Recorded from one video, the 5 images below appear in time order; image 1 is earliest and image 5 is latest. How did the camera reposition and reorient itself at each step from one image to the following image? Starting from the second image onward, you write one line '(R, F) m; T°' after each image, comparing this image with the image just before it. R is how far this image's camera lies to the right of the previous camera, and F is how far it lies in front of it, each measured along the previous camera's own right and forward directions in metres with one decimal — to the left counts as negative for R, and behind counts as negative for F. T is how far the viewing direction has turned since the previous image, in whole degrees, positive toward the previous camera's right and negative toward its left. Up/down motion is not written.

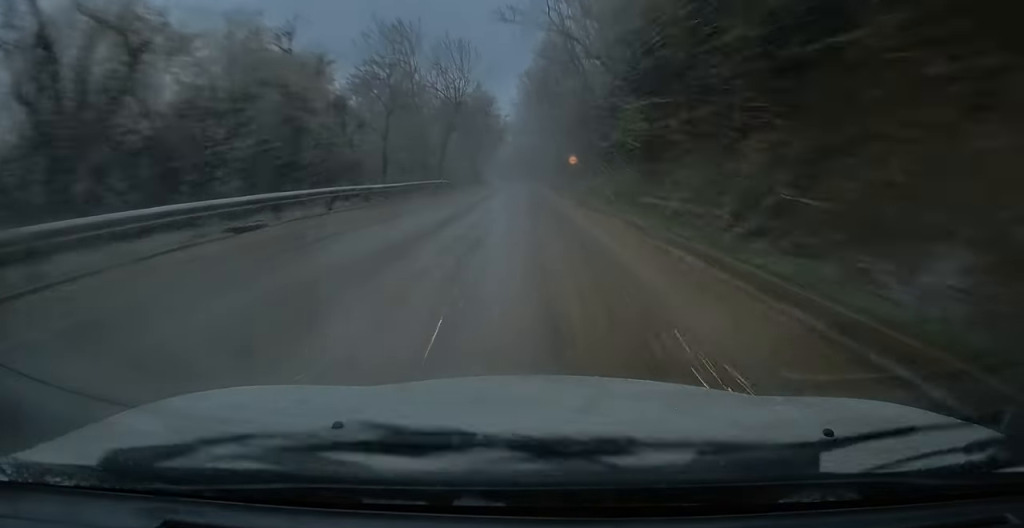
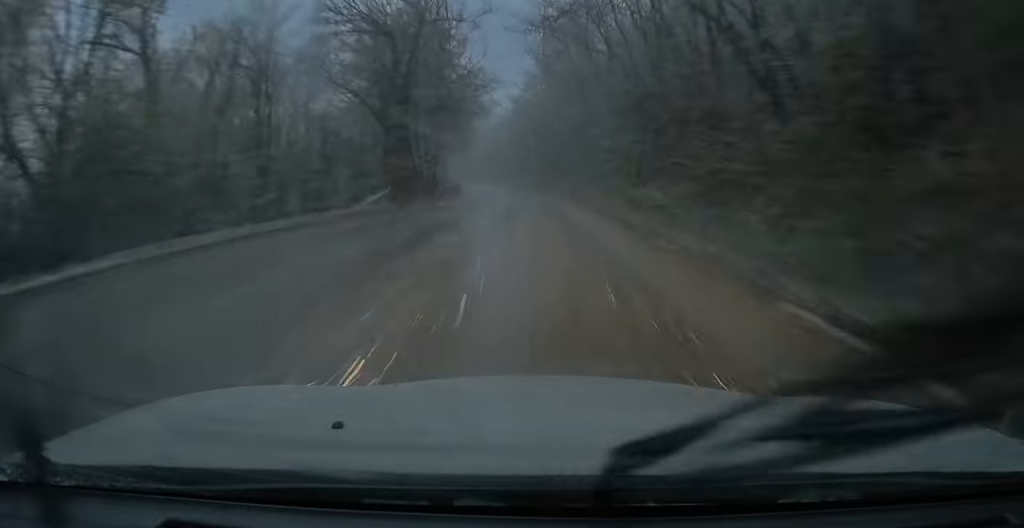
(+0.3, +51.9) m; 0°
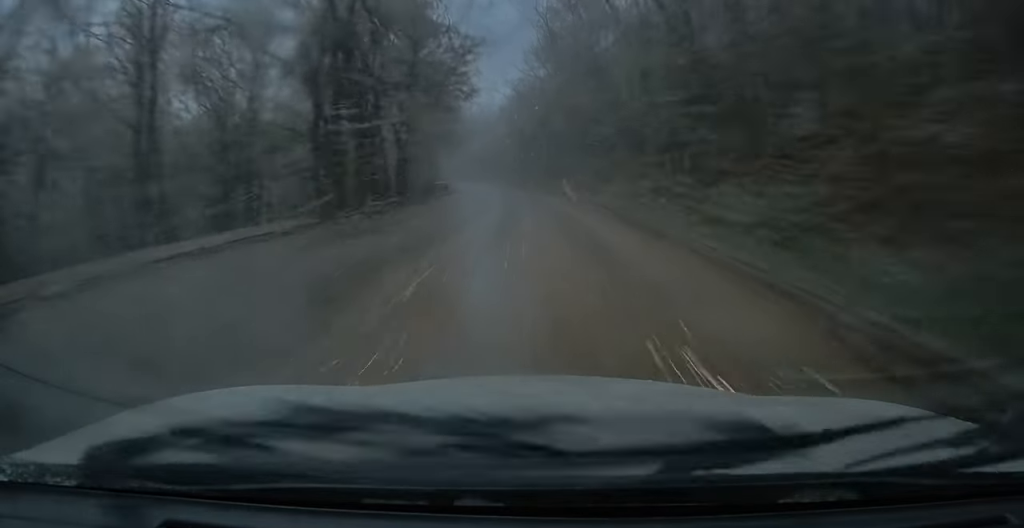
(-0.1, +9.8) m; -1°
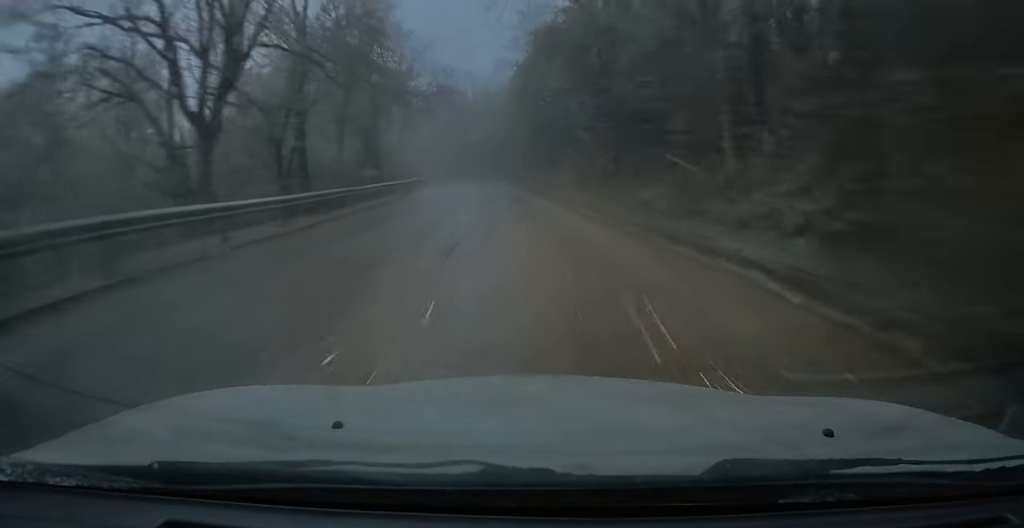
(-0.6, +35.3) m; -4°
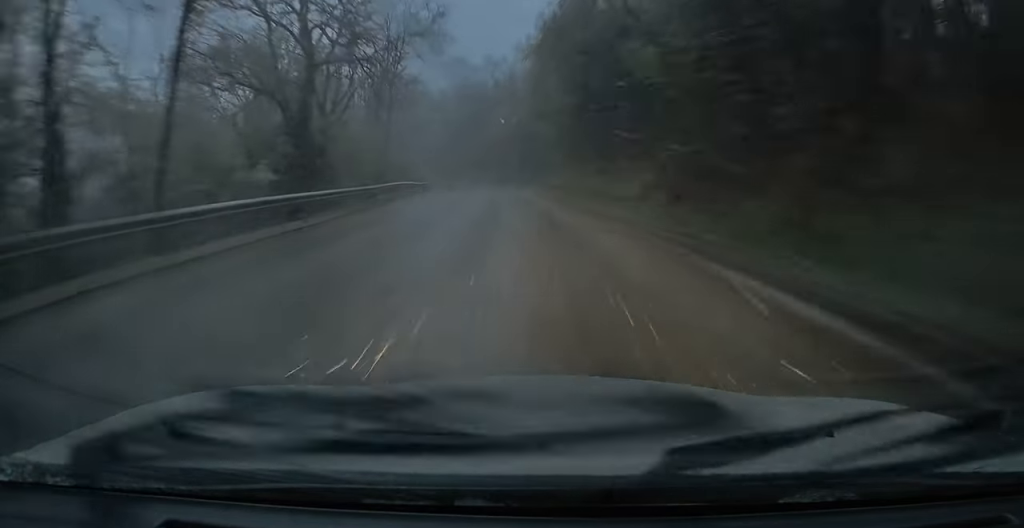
(-0.5, +16.5) m; -2°
